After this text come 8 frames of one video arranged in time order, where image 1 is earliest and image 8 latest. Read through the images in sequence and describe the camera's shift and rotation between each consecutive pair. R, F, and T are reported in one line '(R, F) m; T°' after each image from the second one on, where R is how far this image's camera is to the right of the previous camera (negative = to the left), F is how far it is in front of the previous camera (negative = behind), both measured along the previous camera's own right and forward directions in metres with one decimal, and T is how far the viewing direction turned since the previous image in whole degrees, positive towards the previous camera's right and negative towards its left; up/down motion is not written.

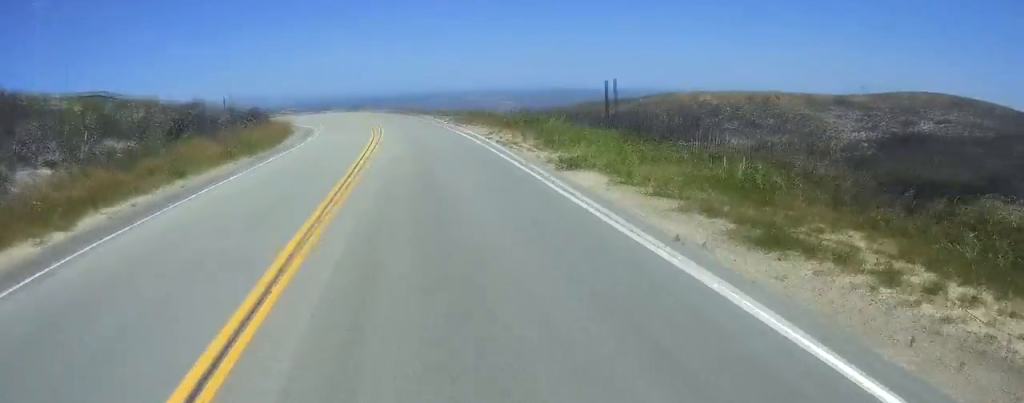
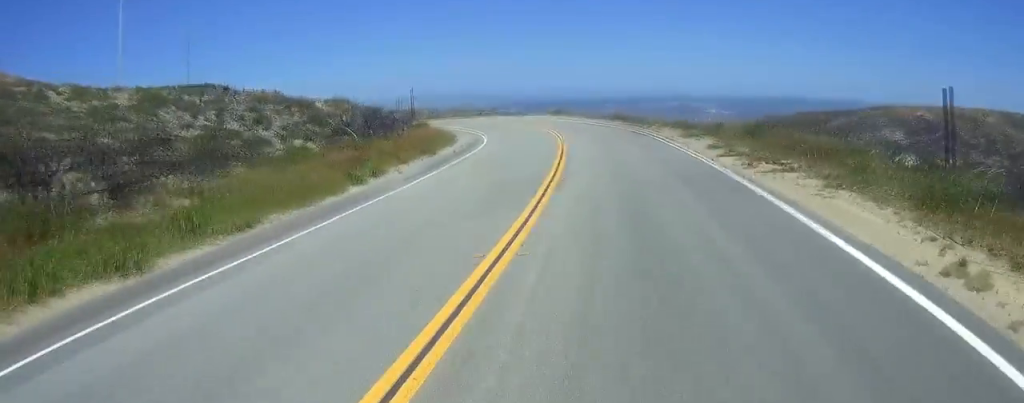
(+0.6, +22.5) m; 0°
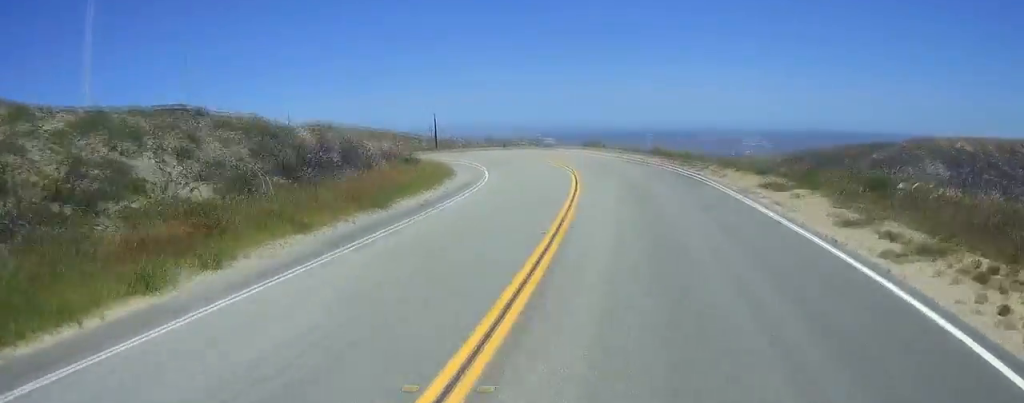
(-0.3, +10.9) m; -3°
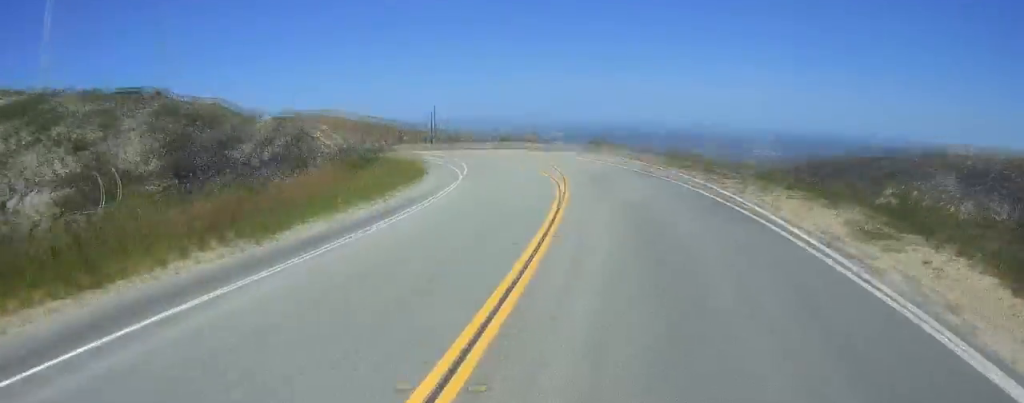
(-0.1, +7.4) m; -2°
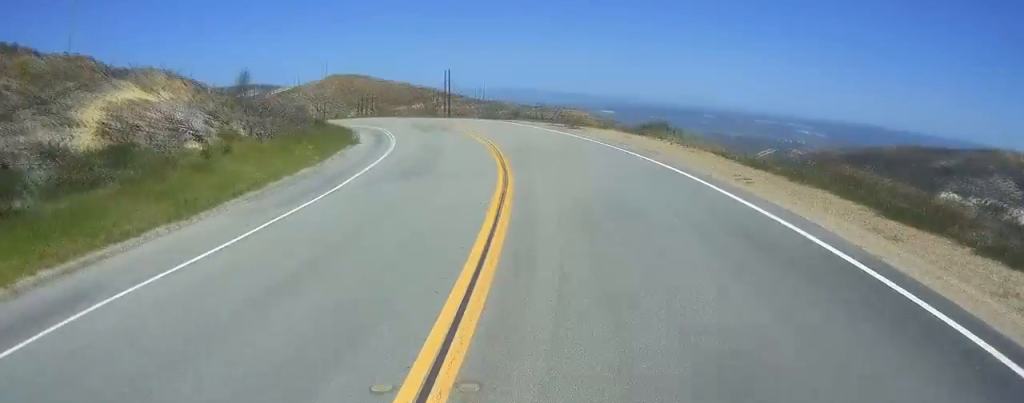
(-1.2, +23.1) m; -6°
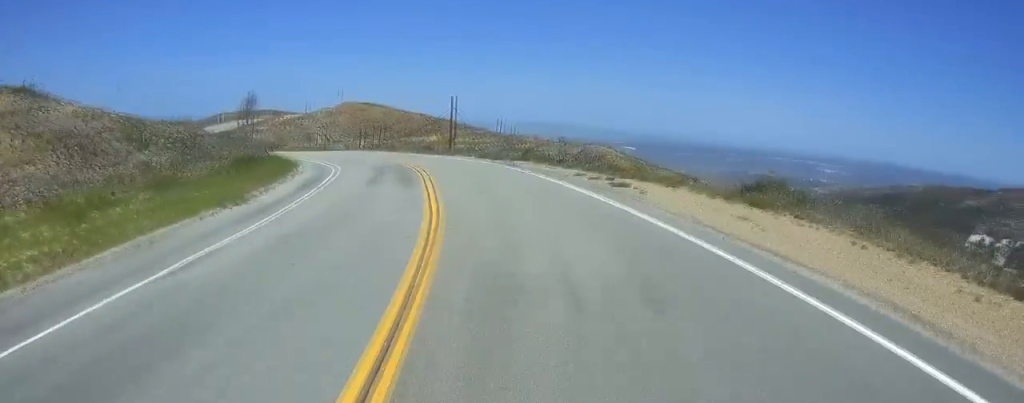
(-0.8, +15.5) m; -5°
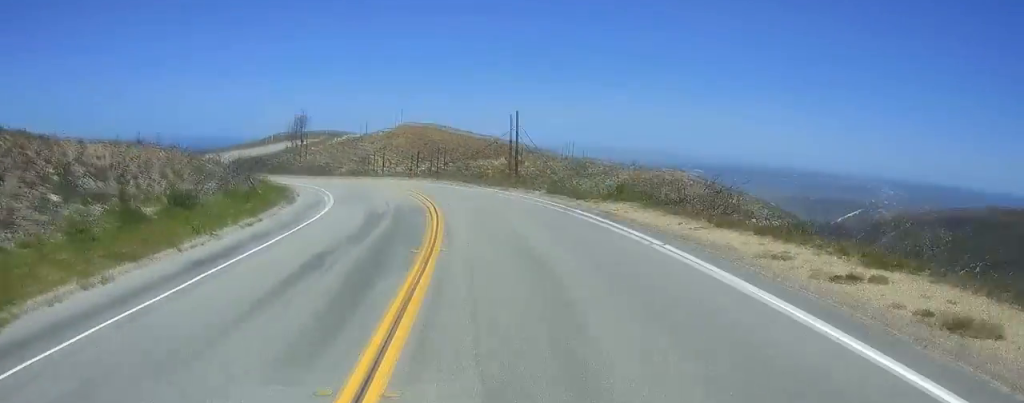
(-0.4, +14.1) m; -4°
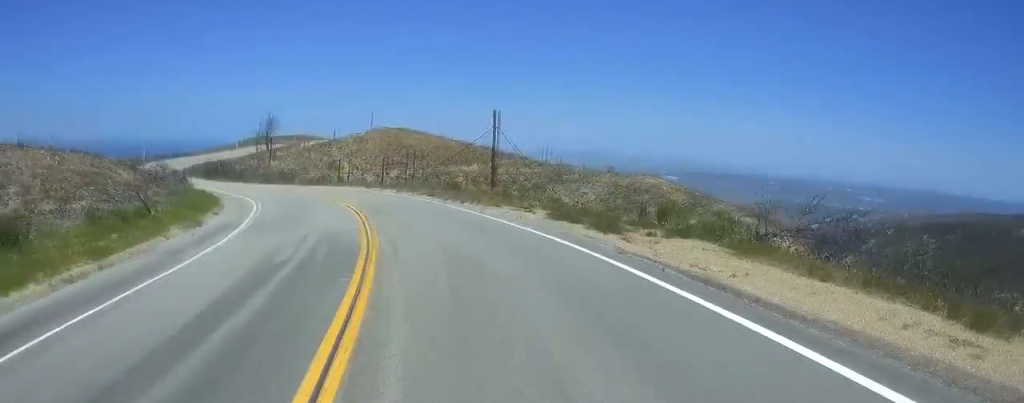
(-0.2, +9.5) m; -4°
